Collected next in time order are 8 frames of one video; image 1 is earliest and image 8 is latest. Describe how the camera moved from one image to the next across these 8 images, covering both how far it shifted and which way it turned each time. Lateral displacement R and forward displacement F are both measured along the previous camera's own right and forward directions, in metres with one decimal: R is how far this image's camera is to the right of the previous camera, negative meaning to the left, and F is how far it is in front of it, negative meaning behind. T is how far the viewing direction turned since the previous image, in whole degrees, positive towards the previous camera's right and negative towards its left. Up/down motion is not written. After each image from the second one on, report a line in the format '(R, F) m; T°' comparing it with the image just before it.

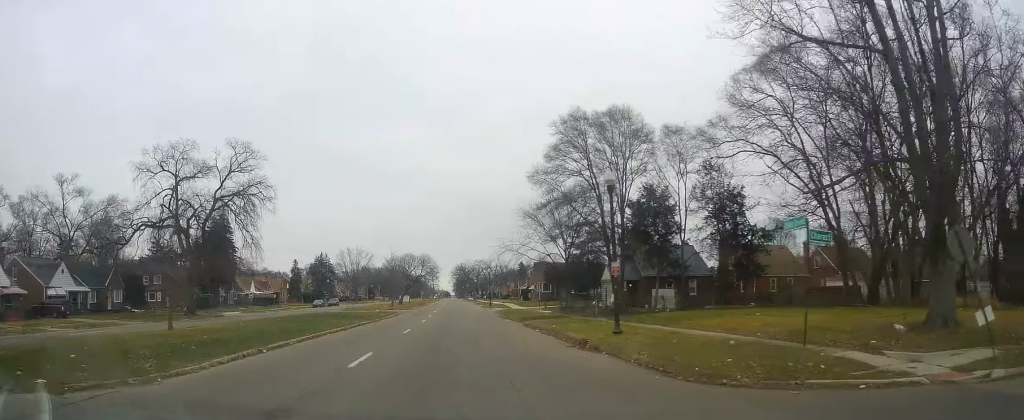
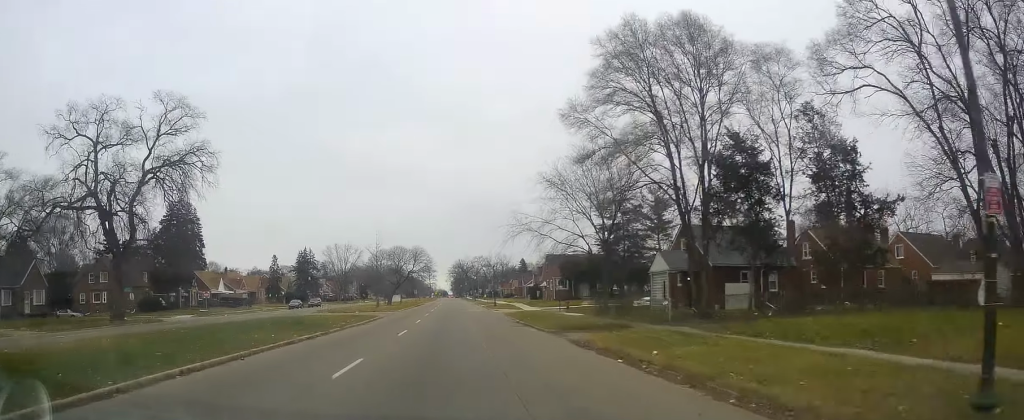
(+0.3, +17.1) m; 0°
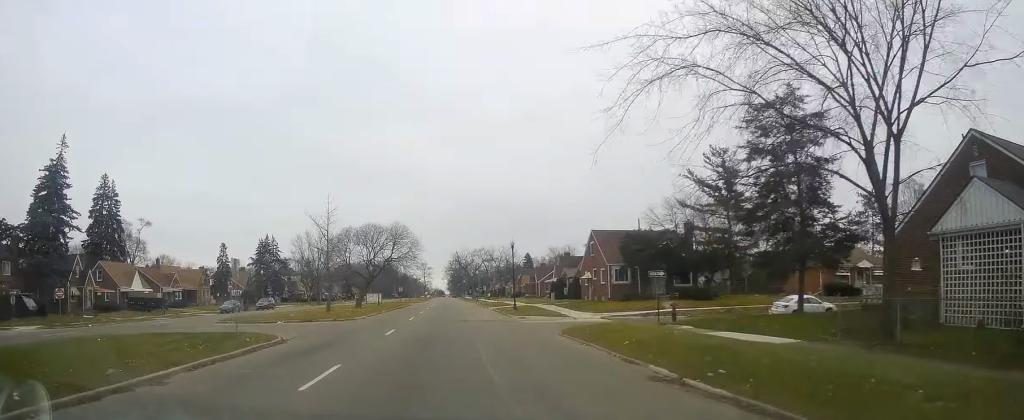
(-0.1, +32.2) m; 0°
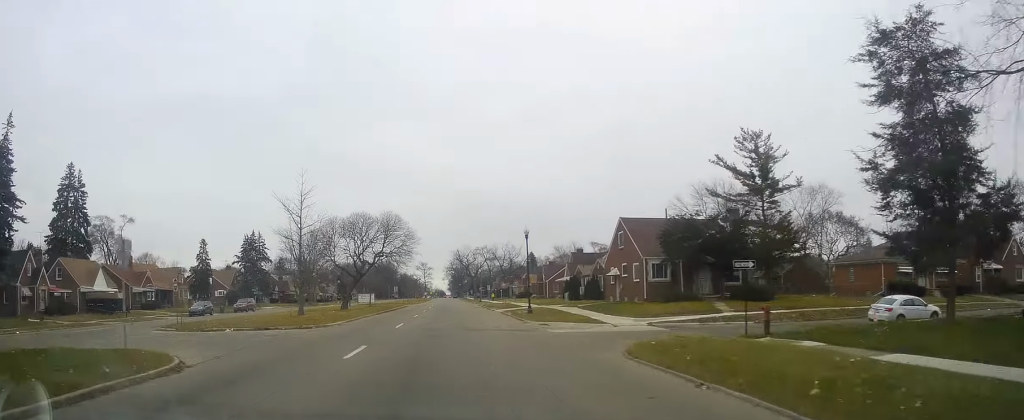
(-0.1, +10.3) m; 0°
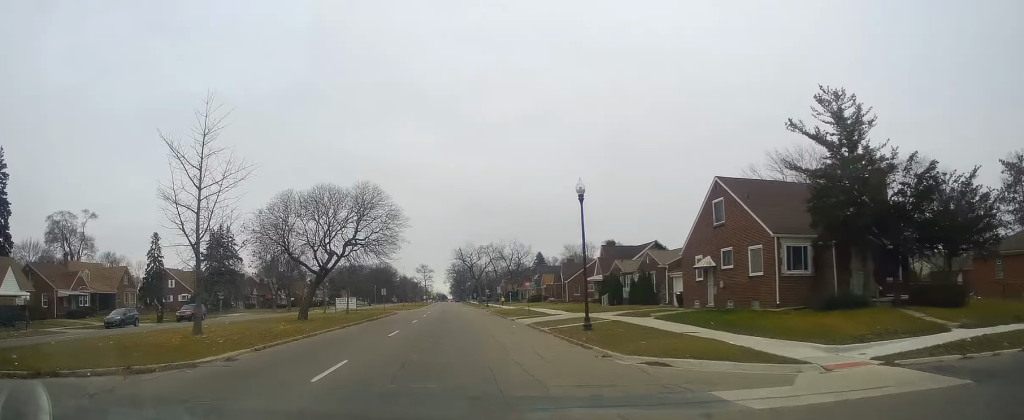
(-0.2, +19.3) m; +1°
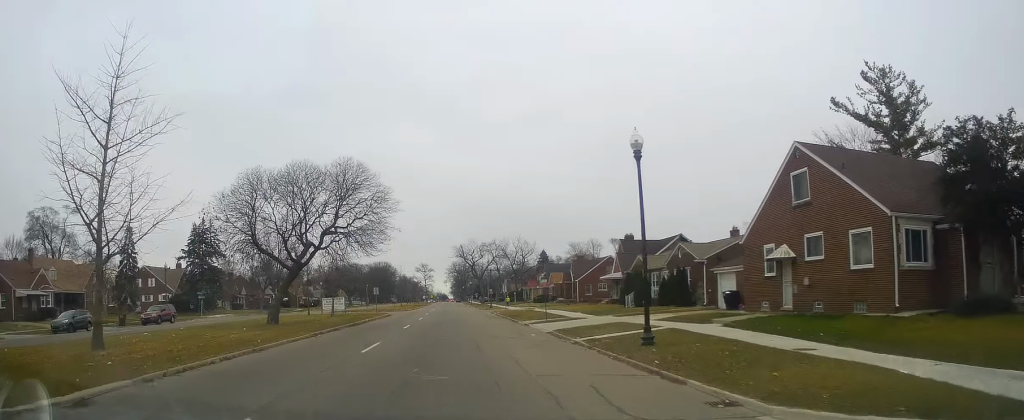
(+0.2, +8.3) m; +1°
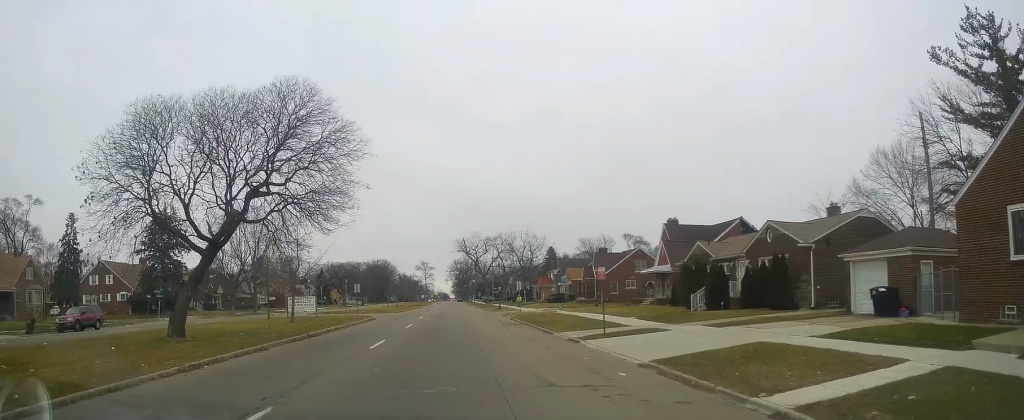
(+0.1, +14.6) m; 0°
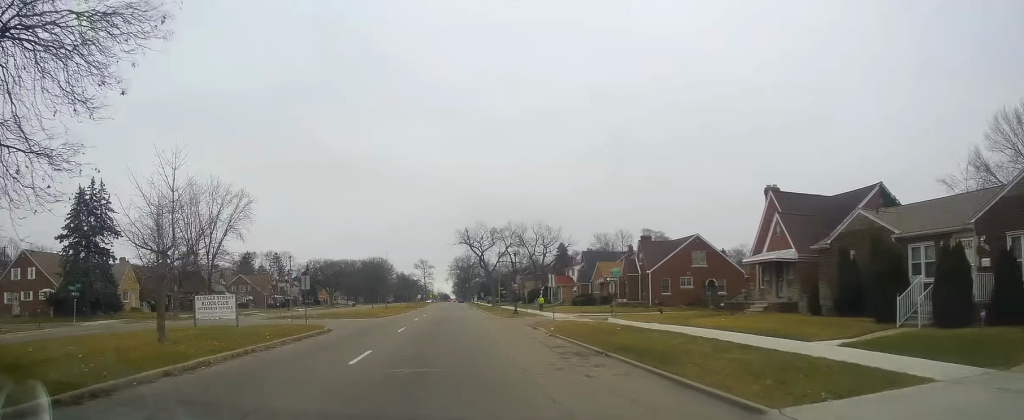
(0.0, +19.7) m; -1°
